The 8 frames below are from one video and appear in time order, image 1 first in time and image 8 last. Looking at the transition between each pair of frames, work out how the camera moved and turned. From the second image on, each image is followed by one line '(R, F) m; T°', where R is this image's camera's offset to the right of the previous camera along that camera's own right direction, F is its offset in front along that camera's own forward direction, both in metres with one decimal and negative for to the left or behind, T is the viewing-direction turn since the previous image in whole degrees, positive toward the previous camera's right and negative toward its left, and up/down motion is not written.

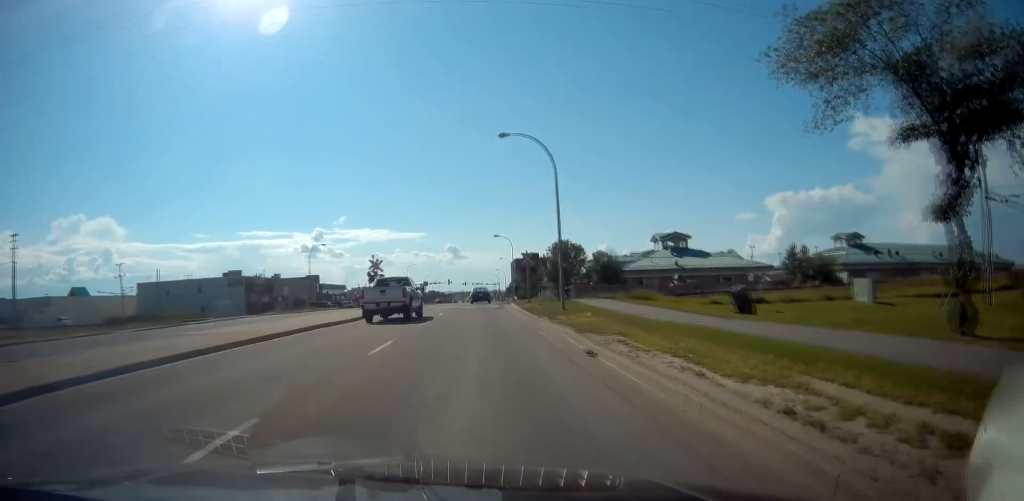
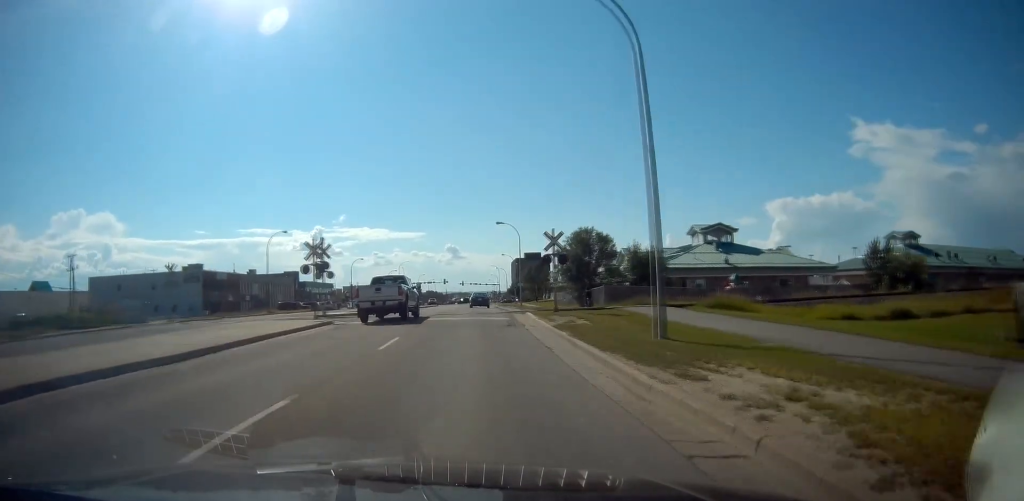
(0.0, +16.7) m; 0°
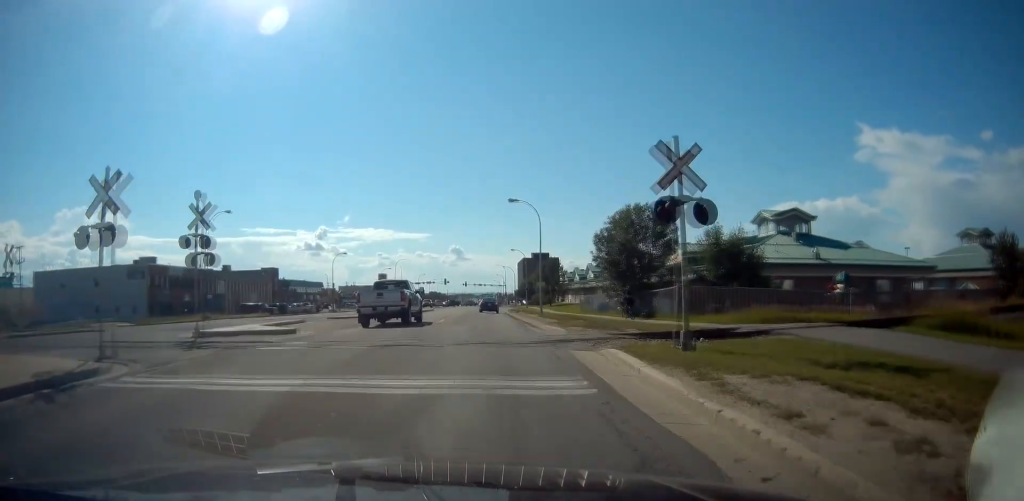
(0.0, +17.2) m; 0°
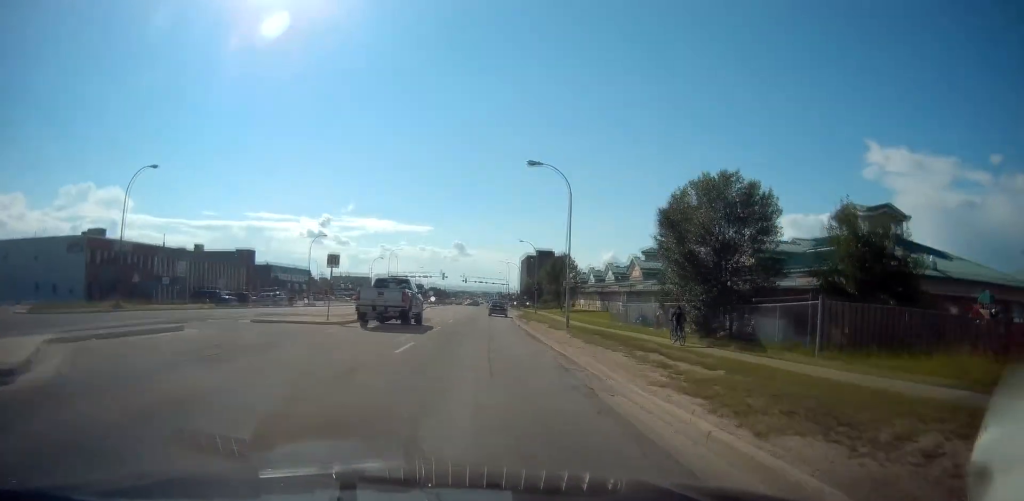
(0.0, +13.8) m; 0°
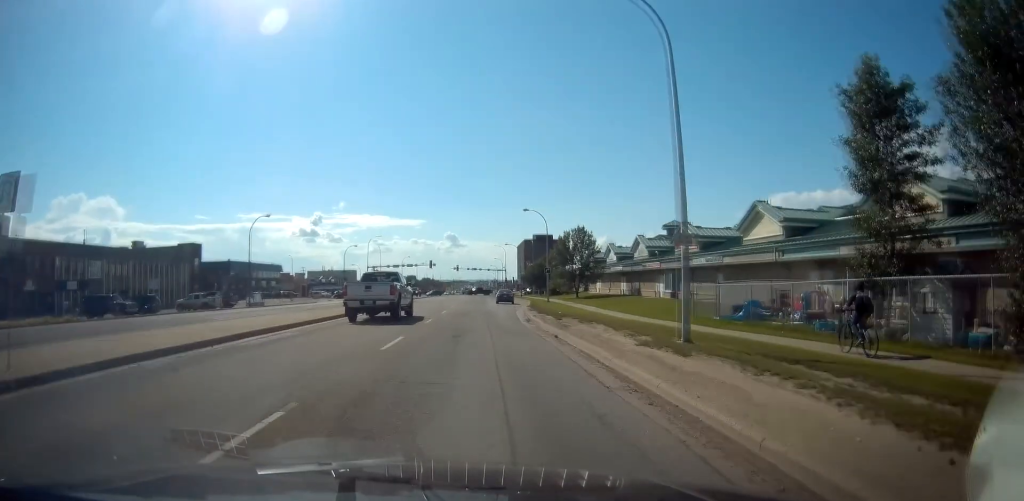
(+0.2, +19.8) m; +2°
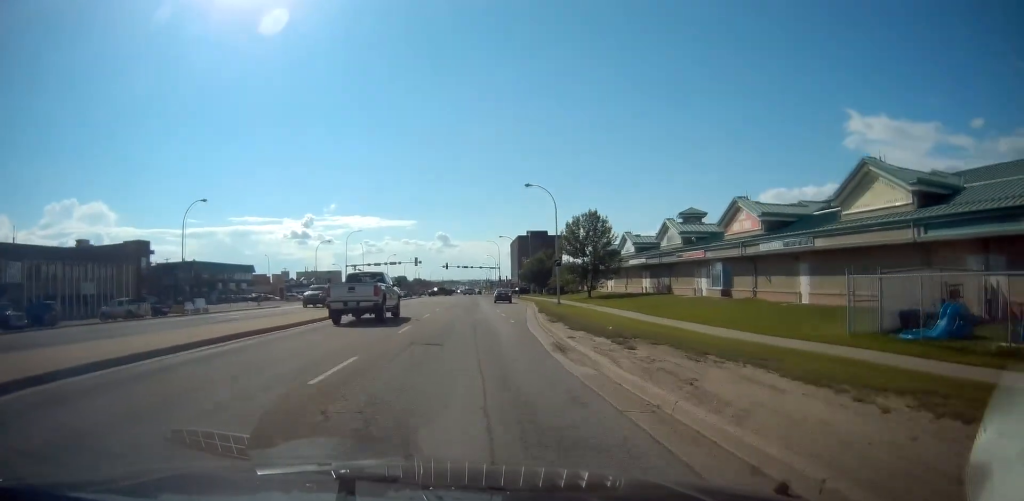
(+0.2, +13.4) m; 0°
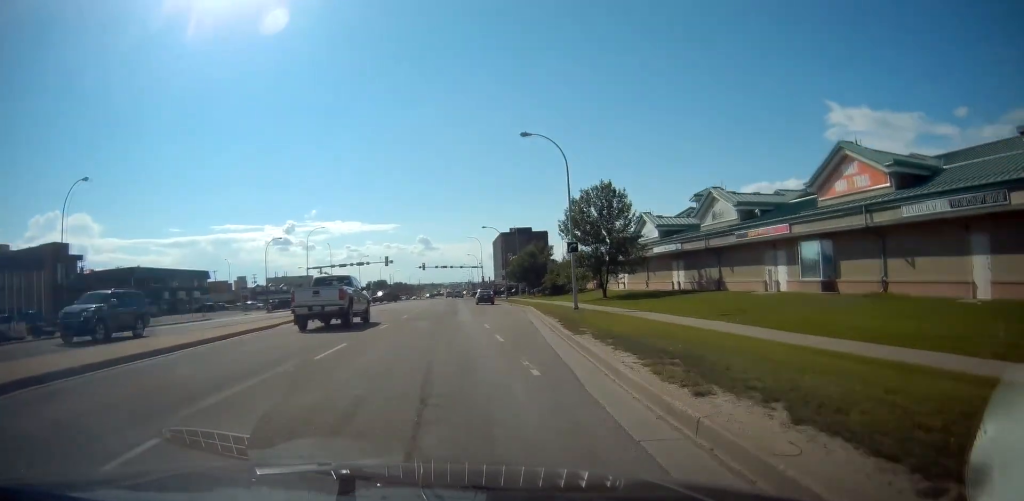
(-0.2, +15.0) m; +1°
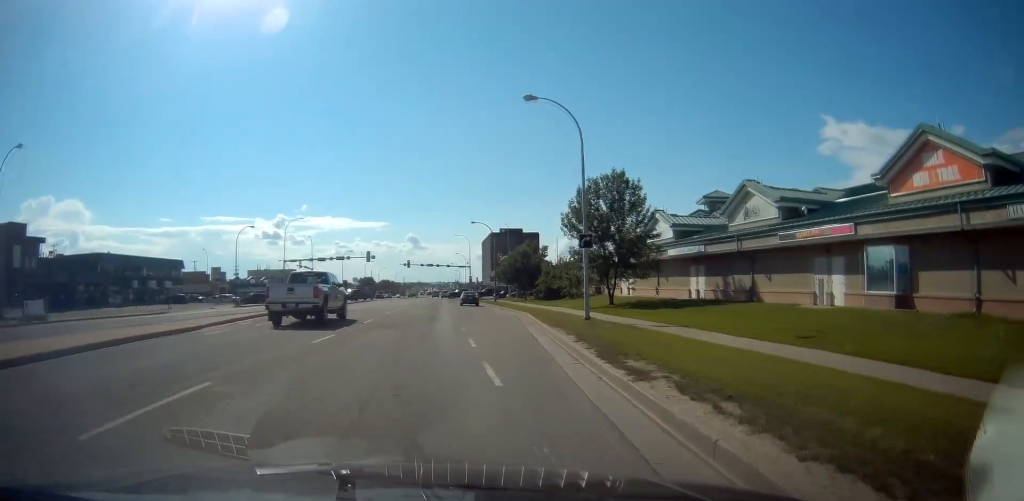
(+0.1, +6.6) m; +1°
